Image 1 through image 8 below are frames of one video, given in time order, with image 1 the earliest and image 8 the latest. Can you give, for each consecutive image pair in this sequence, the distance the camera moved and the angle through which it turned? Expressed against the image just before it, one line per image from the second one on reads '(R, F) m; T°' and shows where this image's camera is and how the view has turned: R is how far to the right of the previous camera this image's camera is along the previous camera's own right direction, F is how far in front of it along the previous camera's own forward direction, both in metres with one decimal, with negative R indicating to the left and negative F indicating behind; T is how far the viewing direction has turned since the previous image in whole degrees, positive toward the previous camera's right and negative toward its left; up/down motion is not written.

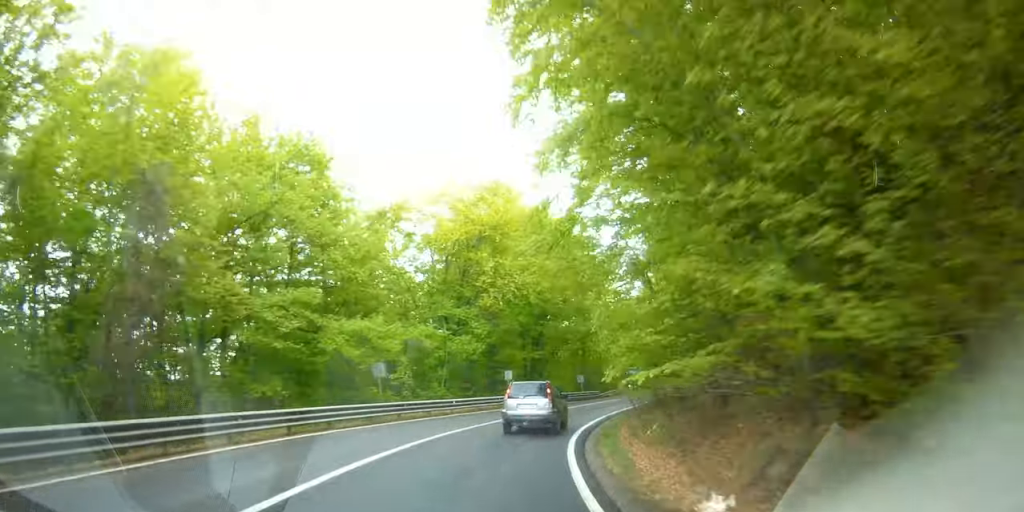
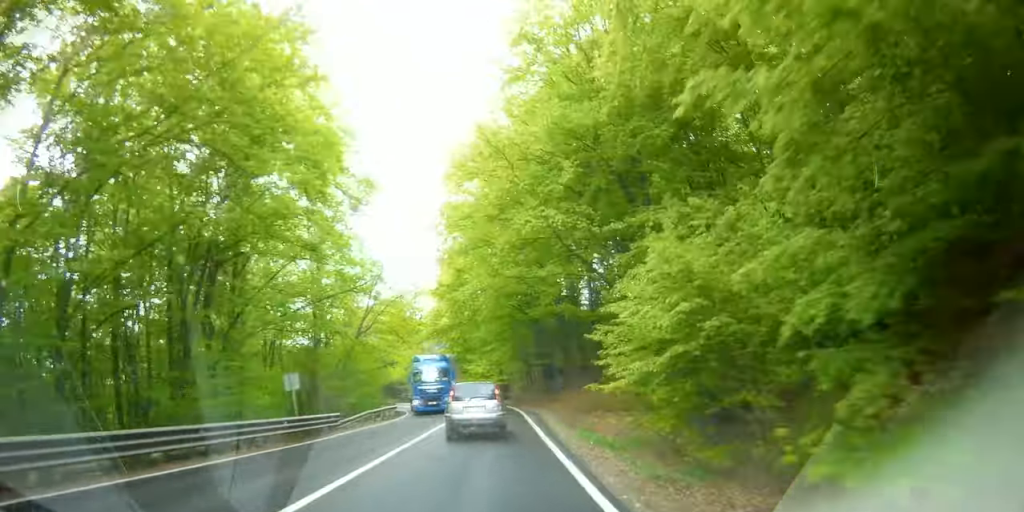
(+3.4, +25.6) m; +11°
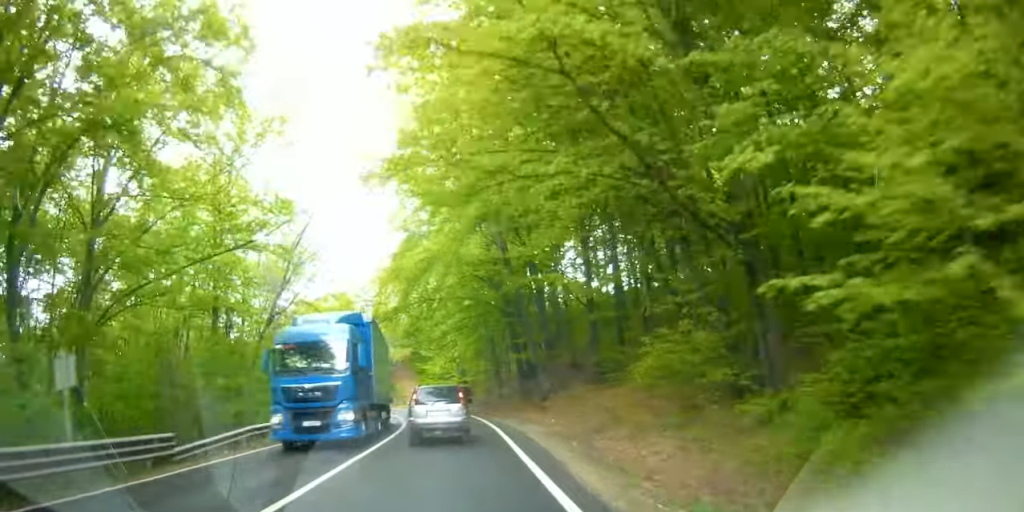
(0.0, +11.7) m; +5°
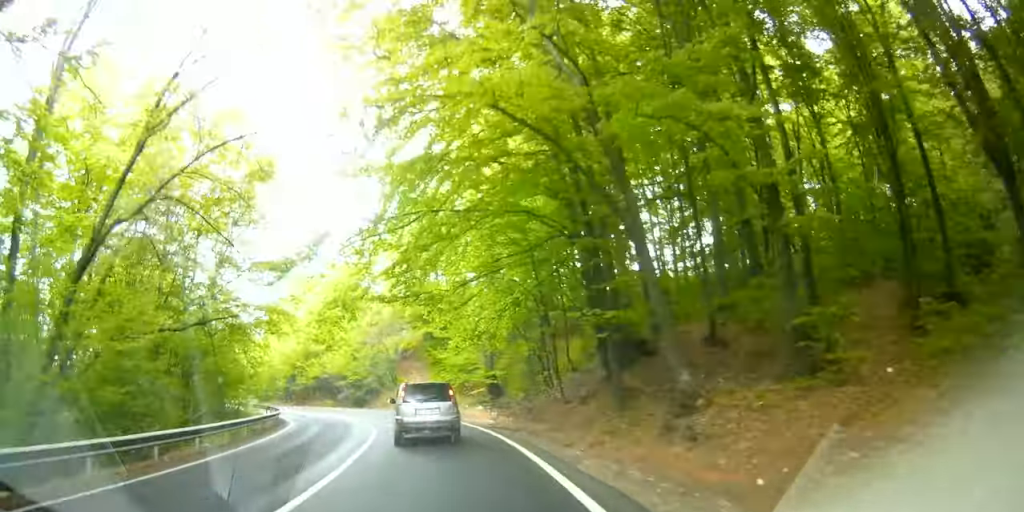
(+2.6, +19.1) m; +7°
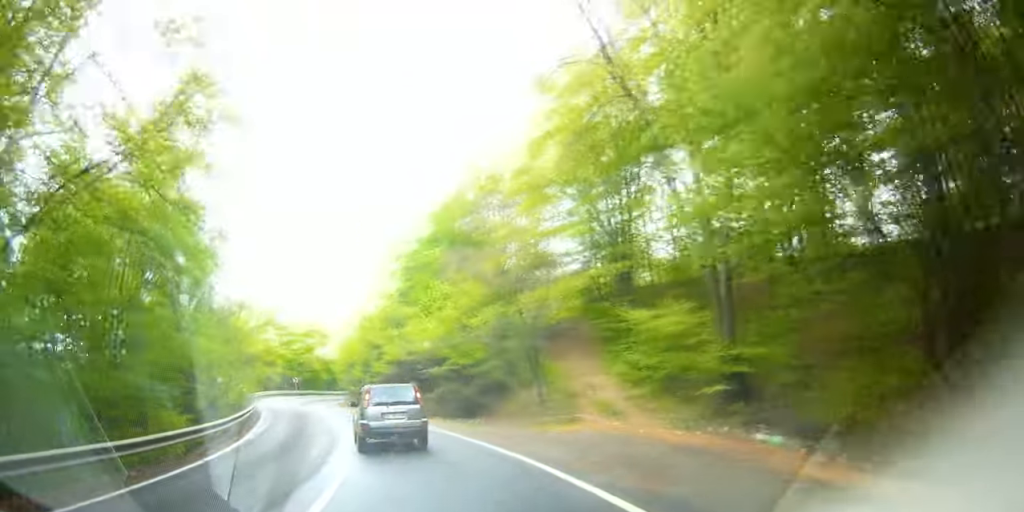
(-0.4, +30.9) m; +7°
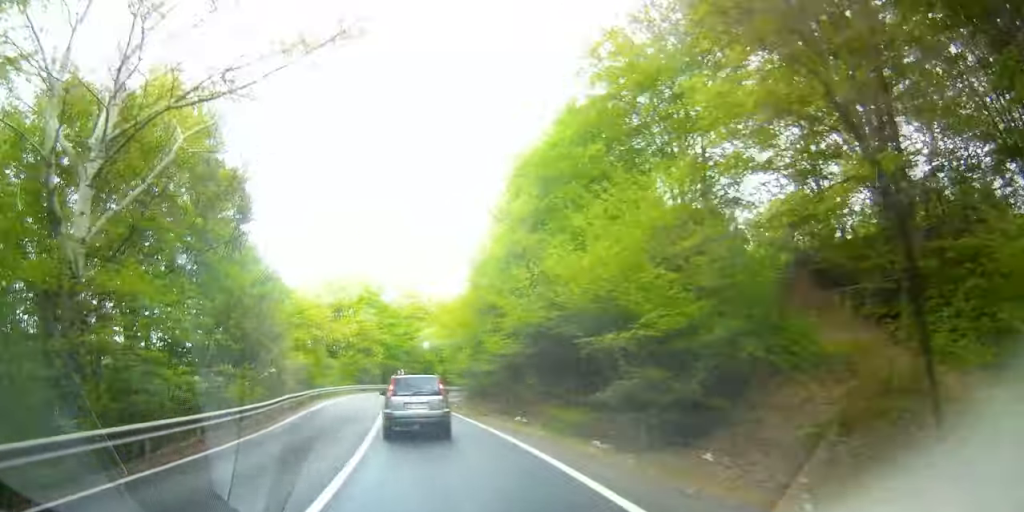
(+2.6, +18.8) m; -3°
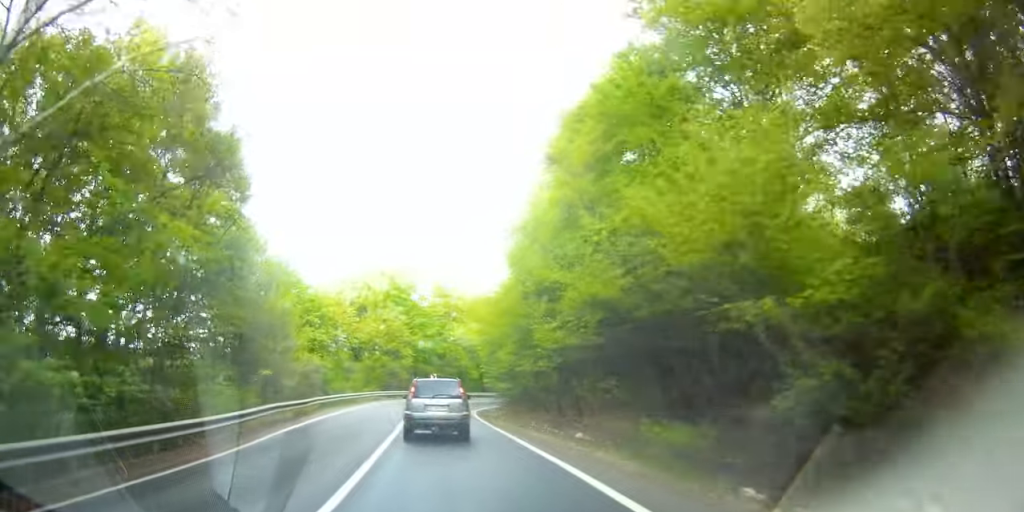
(-1.3, +6.8) m; -5°
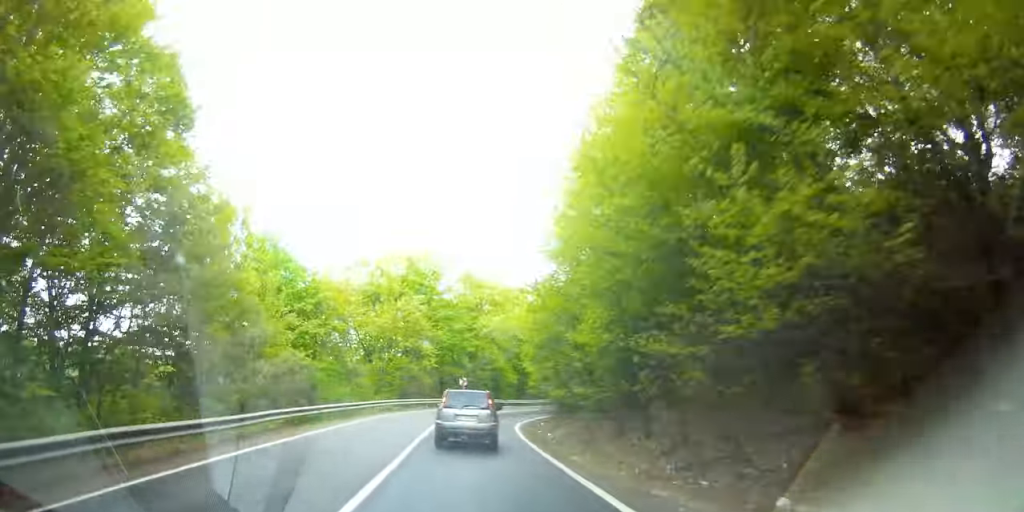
(-1.2, +12.6) m; -6°
